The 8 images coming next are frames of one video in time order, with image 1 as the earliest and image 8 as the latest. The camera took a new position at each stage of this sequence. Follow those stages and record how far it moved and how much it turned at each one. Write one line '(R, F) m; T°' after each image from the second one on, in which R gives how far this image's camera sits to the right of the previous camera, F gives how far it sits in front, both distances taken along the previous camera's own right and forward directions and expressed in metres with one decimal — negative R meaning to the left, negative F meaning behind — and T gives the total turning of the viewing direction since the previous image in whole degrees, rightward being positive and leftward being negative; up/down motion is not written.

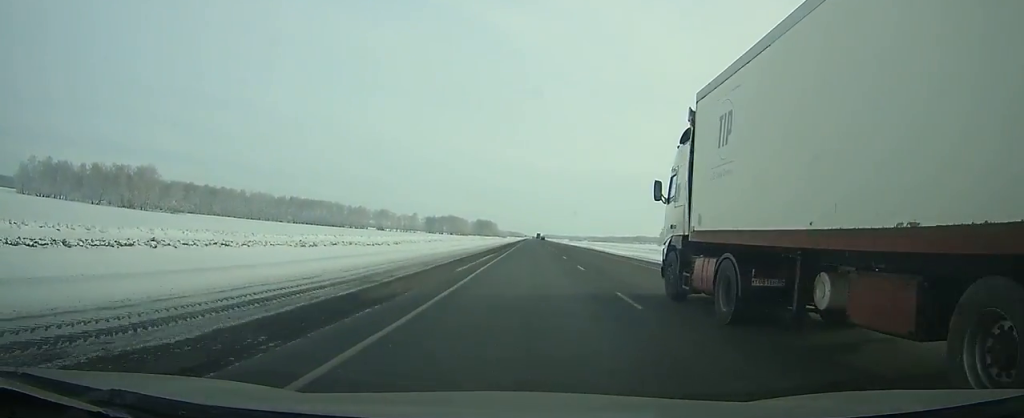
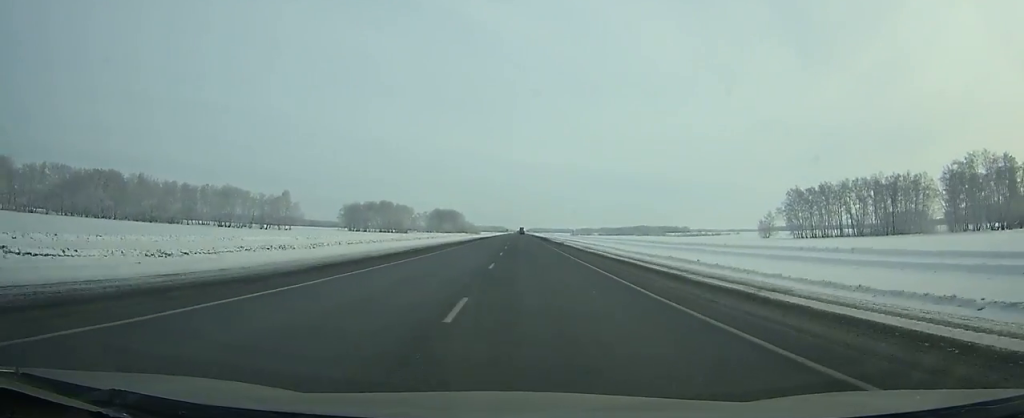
(+5.6, +236.1) m; +1°
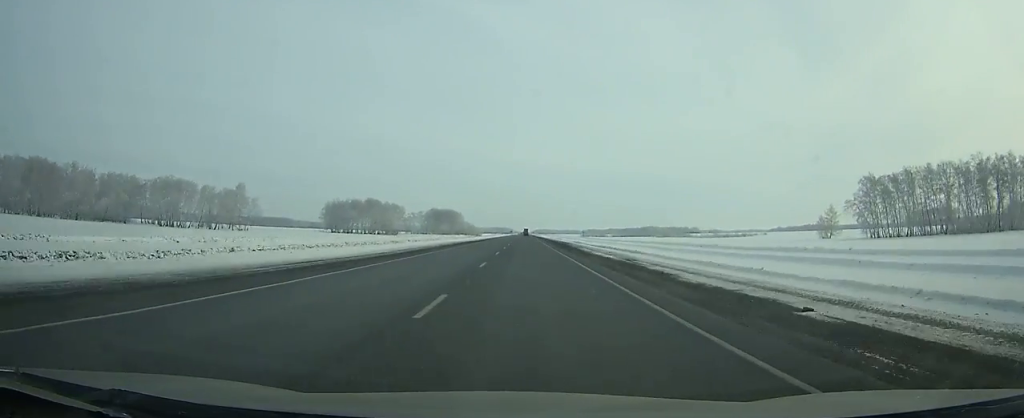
(-0.1, +48.3) m; 0°
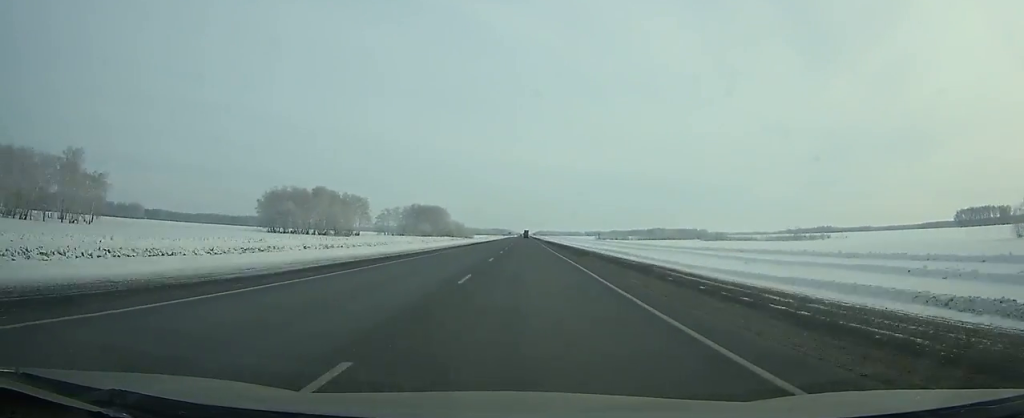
(-0.6, +88.8) m; 0°
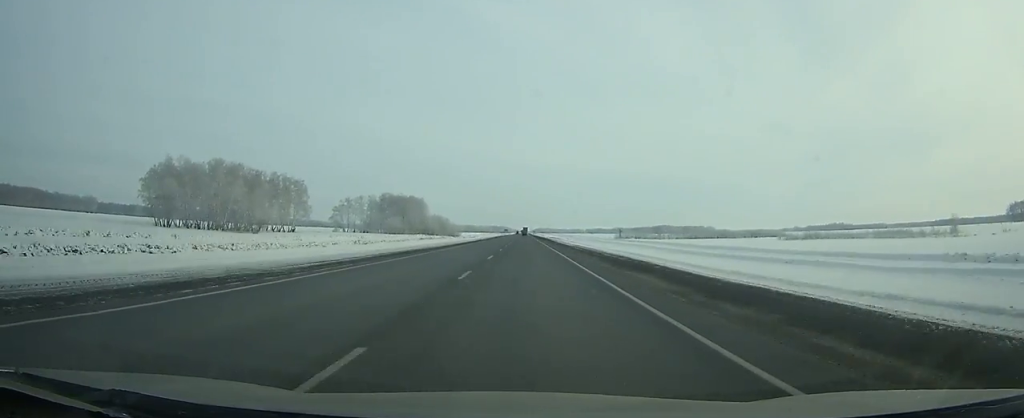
(-0.1, +83.0) m; 0°
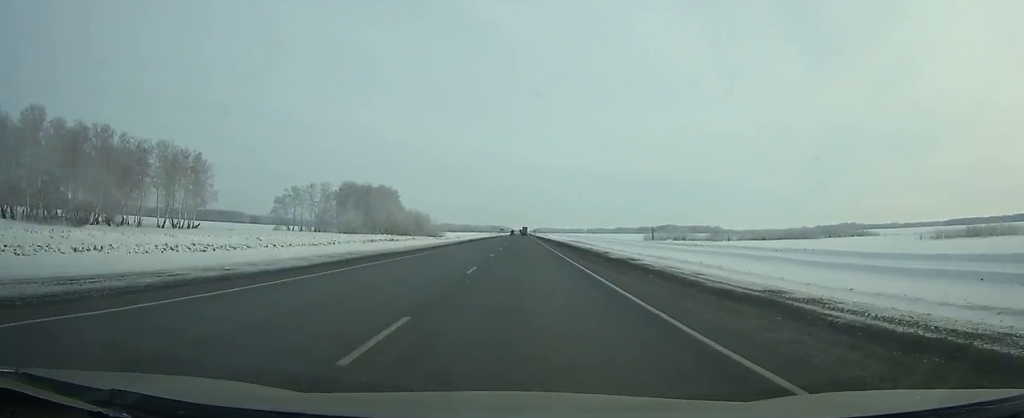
(0.0, +70.5) m; 0°
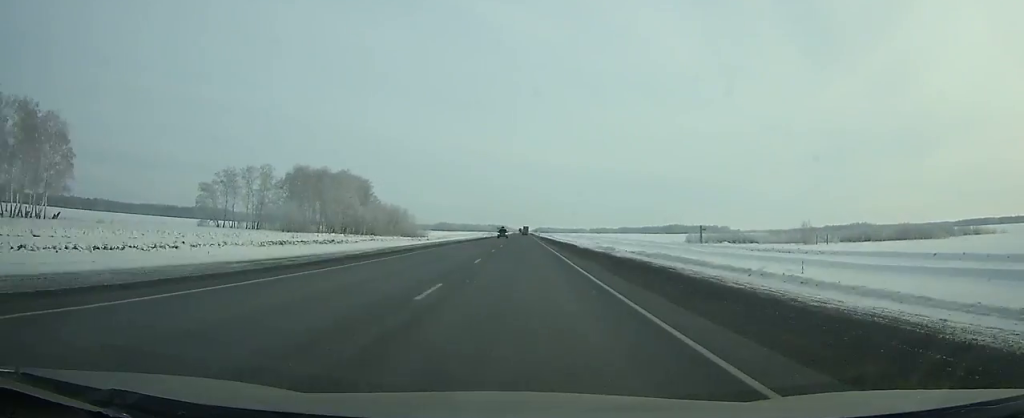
(0.0, +55.0) m; 0°
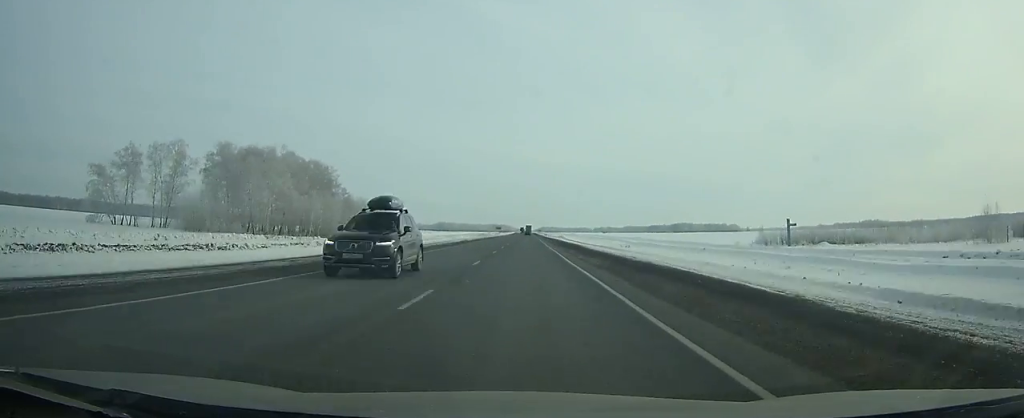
(0.0, +48.8) m; 0°
